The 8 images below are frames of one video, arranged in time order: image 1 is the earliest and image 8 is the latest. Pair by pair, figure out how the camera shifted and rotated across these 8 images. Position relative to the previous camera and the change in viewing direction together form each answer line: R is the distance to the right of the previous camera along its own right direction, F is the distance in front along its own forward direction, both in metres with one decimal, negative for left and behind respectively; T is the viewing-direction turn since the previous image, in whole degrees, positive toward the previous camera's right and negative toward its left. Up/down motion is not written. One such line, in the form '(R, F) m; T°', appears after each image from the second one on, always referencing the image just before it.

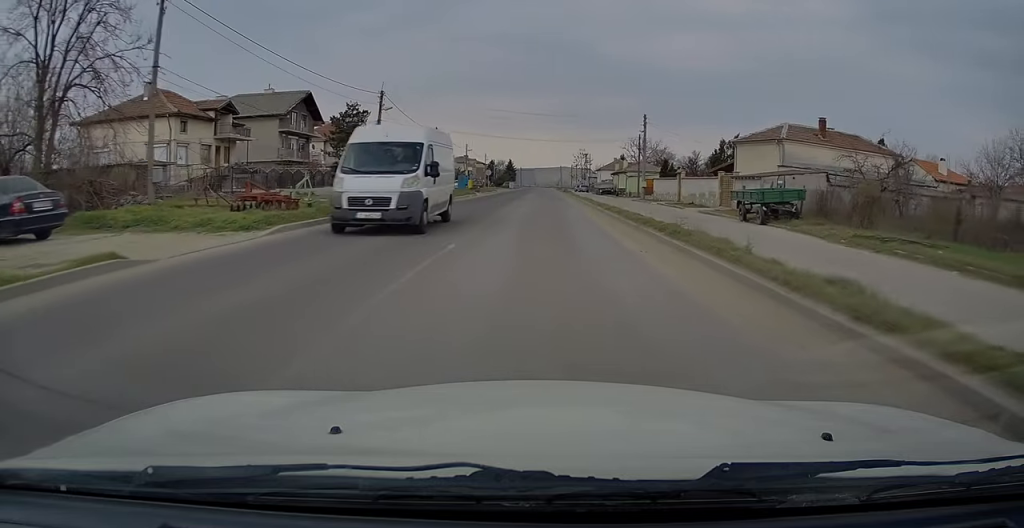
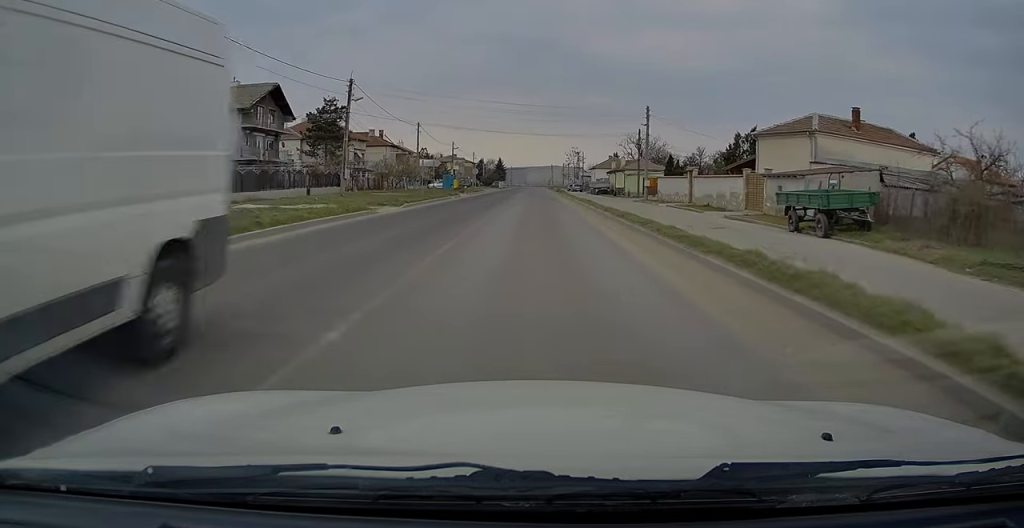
(+0.1, +6.5) m; 0°
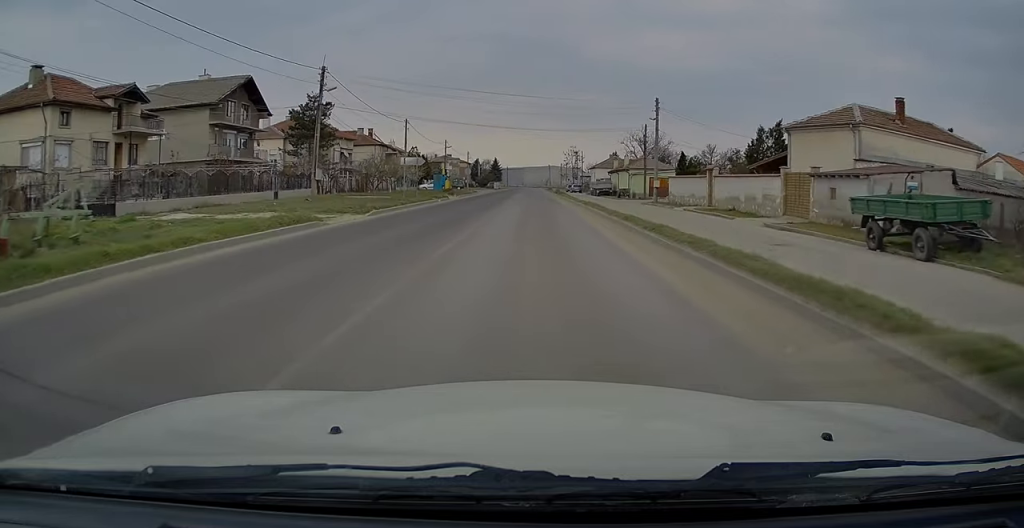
(-0.2, +5.6) m; 0°
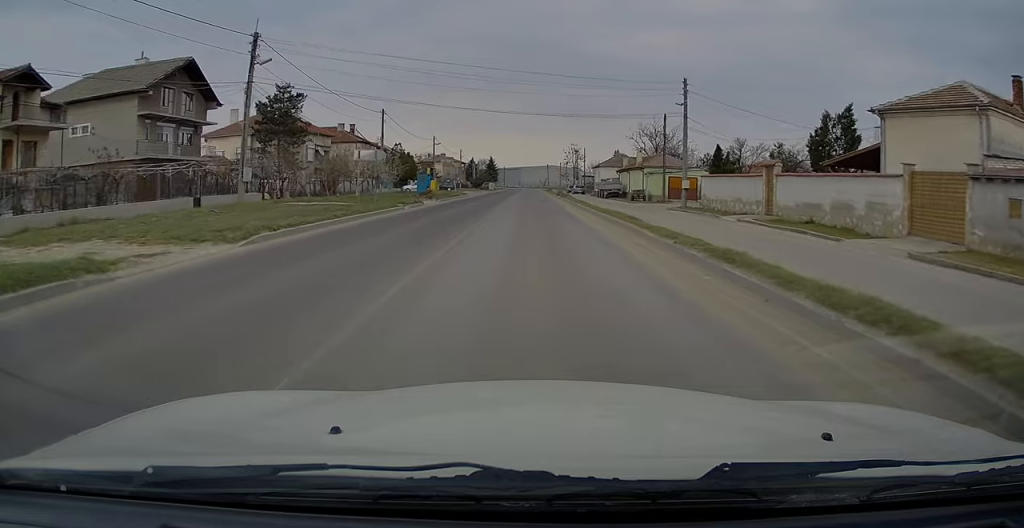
(+0.1, +10.1) m; +1°
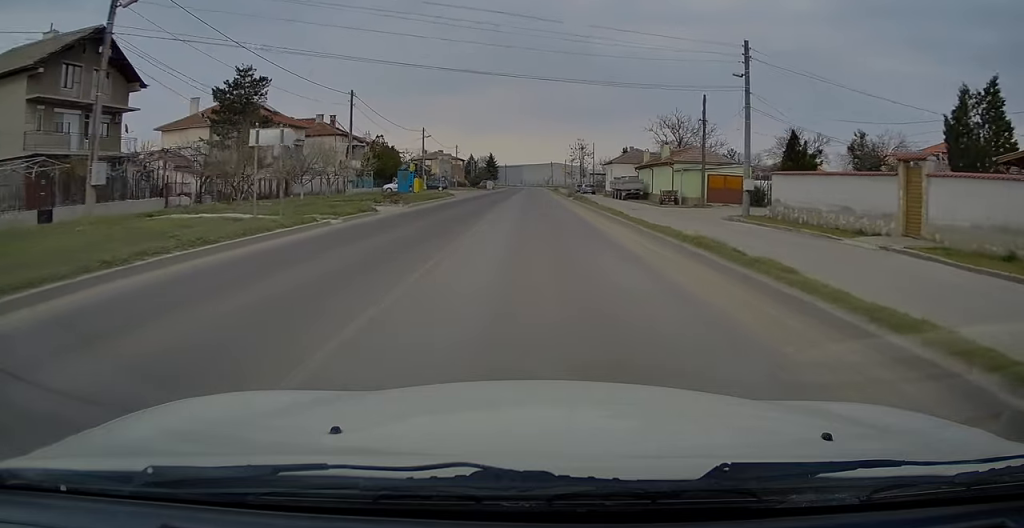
(+0.2, +11.3) m; 0°
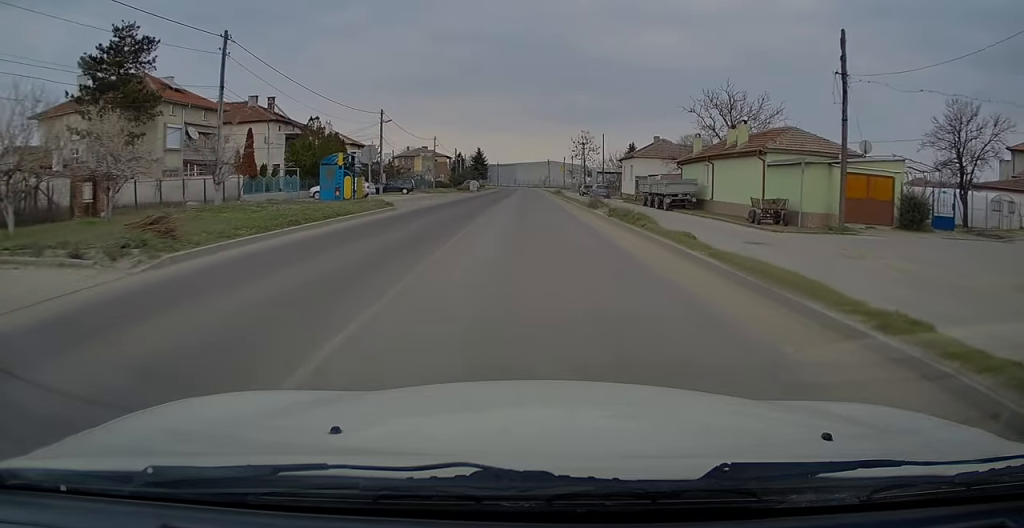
(-0.6, +19.8) m; -1°
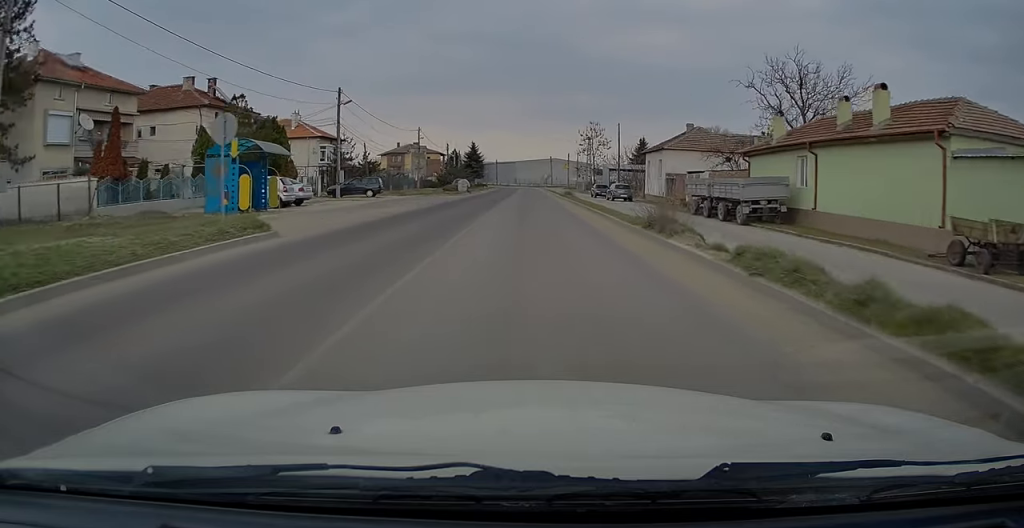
(+0.4, +13.7) m; +1°
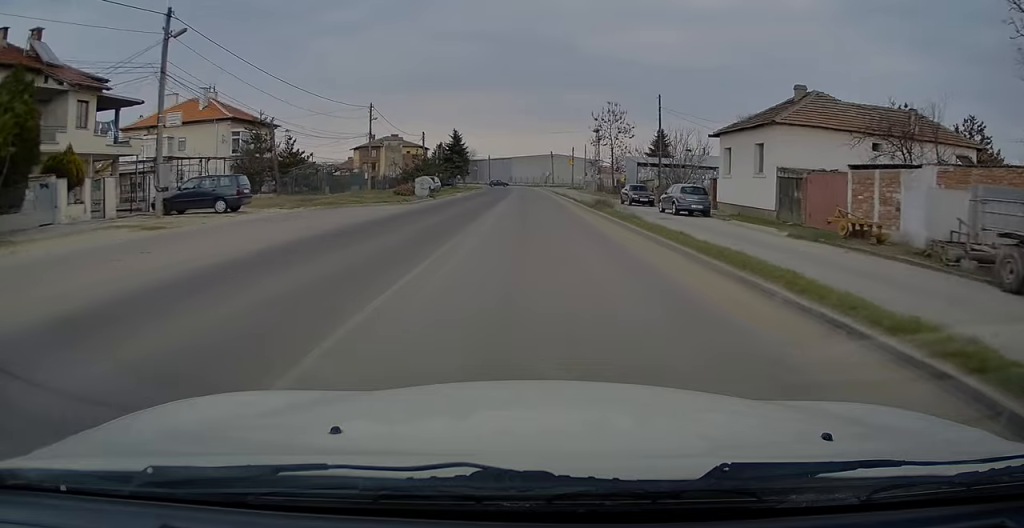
(-0.1, +23.3) m; 0°
